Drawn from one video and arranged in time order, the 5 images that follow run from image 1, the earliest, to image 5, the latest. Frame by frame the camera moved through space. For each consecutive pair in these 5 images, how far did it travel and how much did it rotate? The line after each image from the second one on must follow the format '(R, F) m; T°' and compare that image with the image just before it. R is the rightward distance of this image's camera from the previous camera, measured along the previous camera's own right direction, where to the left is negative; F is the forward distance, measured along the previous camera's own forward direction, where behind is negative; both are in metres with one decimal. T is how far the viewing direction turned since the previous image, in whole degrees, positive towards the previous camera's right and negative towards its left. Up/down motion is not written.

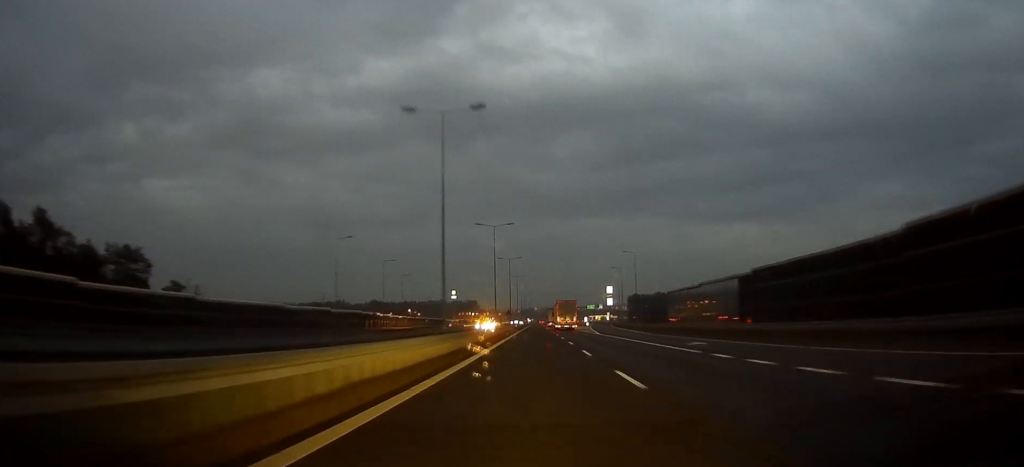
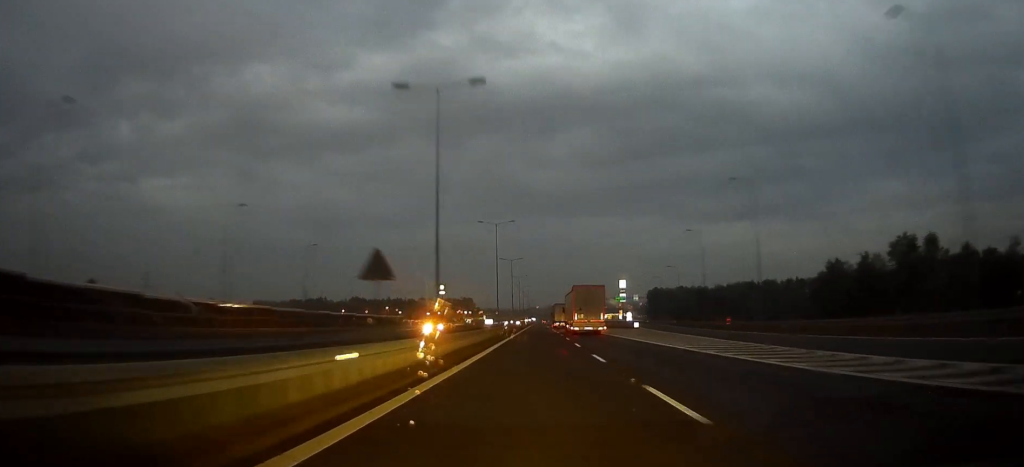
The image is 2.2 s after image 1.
(0.0, +85.7) m; 0°
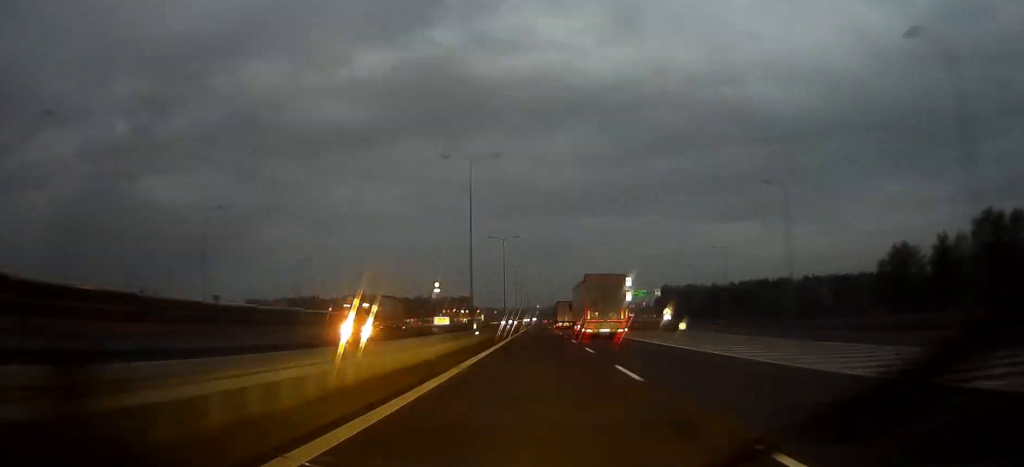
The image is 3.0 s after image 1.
(0.0, +25.4) m; 0°
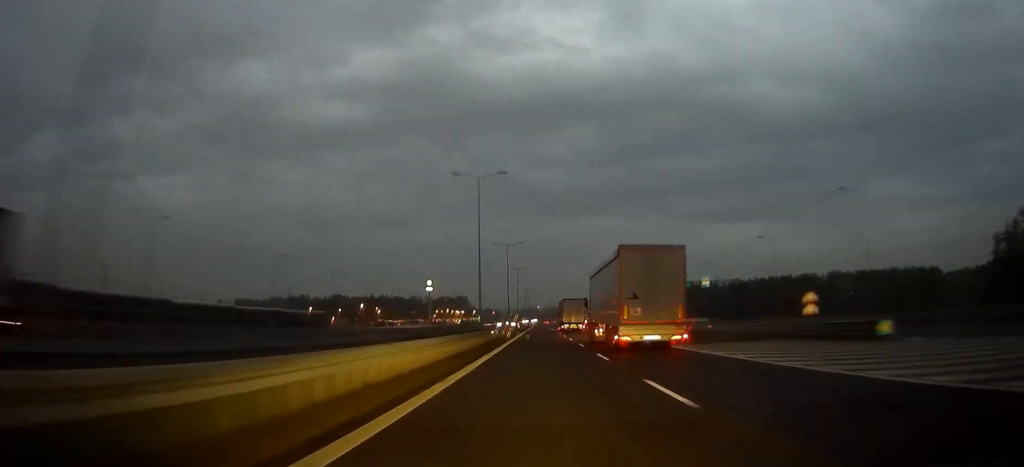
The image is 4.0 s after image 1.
(-0.1, +30.1) m; 0°
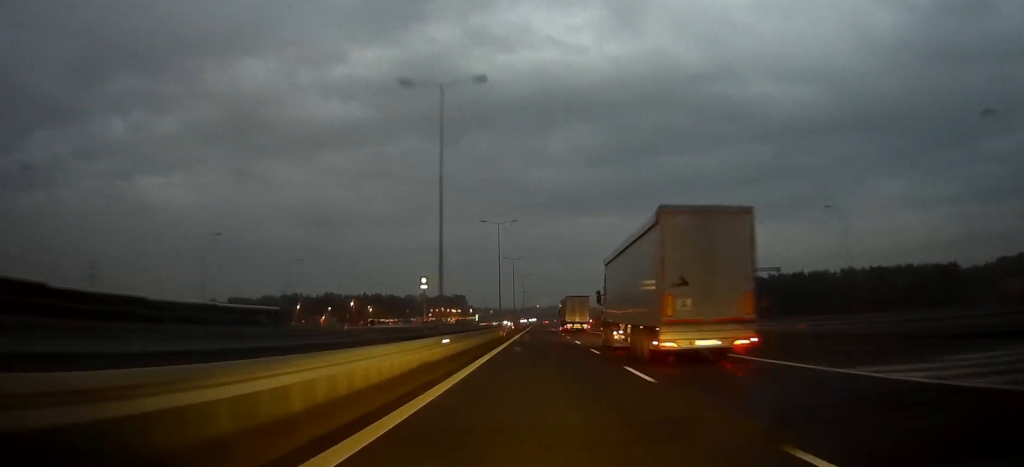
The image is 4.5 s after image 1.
(0.0, +14.5) m; 0°
